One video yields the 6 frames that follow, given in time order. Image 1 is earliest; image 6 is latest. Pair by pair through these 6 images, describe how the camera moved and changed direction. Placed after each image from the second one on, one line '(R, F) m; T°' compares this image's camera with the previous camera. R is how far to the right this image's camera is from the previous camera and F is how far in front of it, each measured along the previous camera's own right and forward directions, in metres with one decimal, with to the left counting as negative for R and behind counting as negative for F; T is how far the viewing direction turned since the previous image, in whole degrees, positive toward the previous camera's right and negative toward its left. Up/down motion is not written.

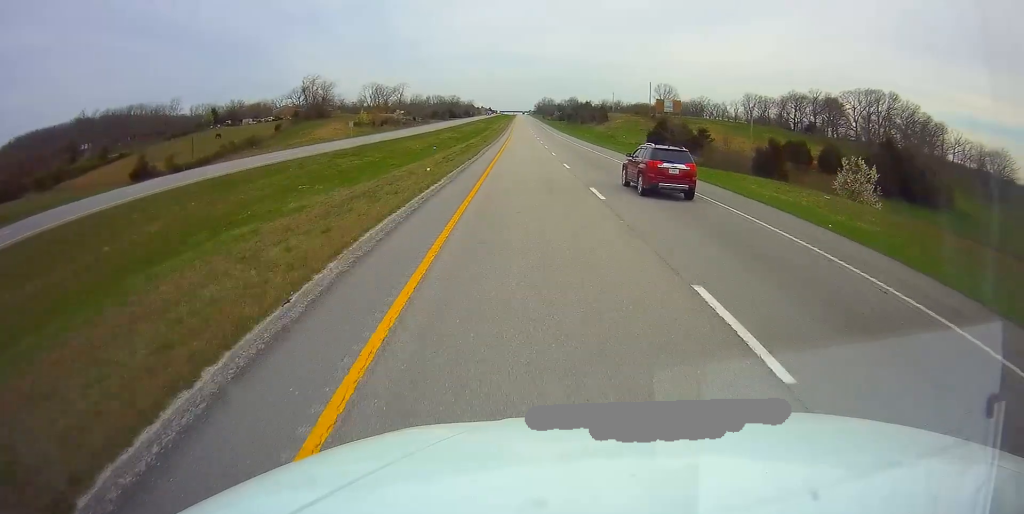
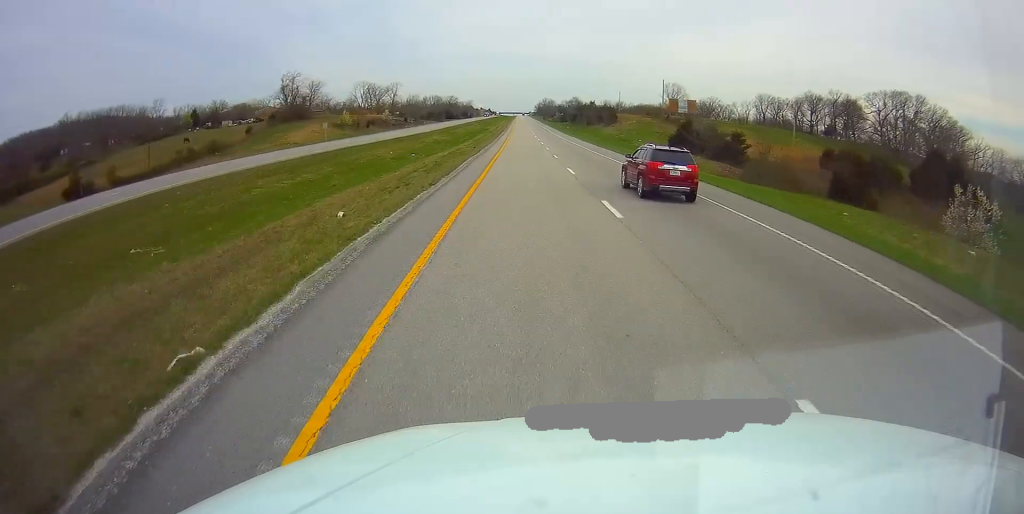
(0.0, +15.6) m; 0°
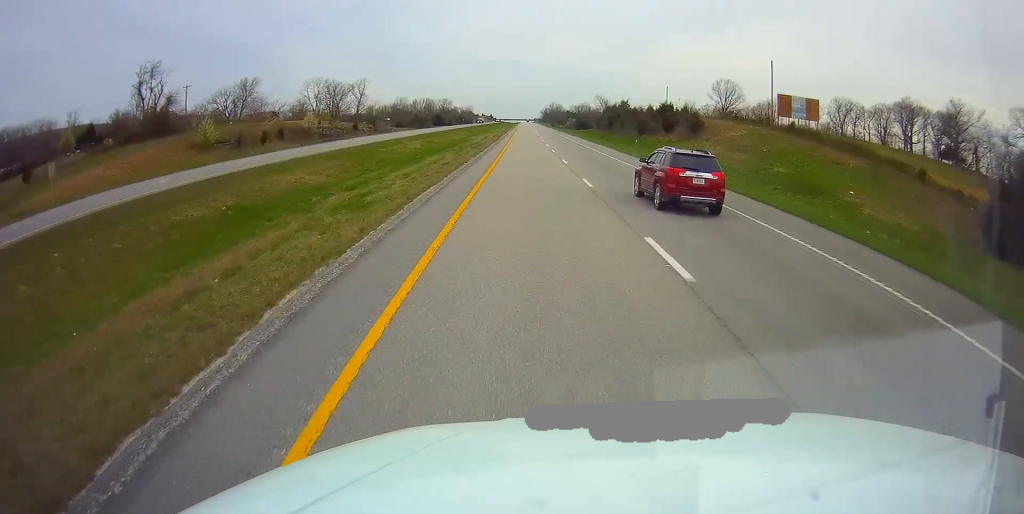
(0.0, +66.4) m; 0°
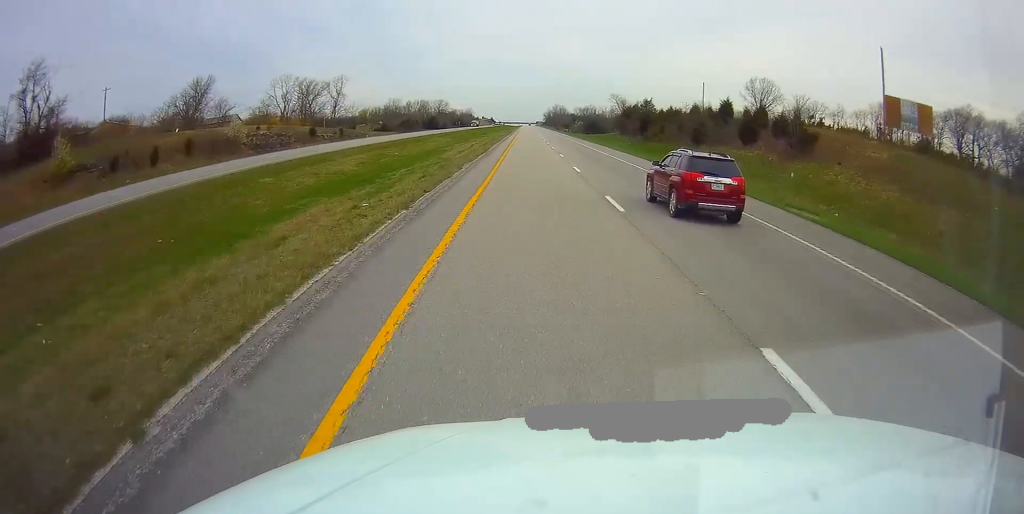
(-0.1, +30.0) m; 0°
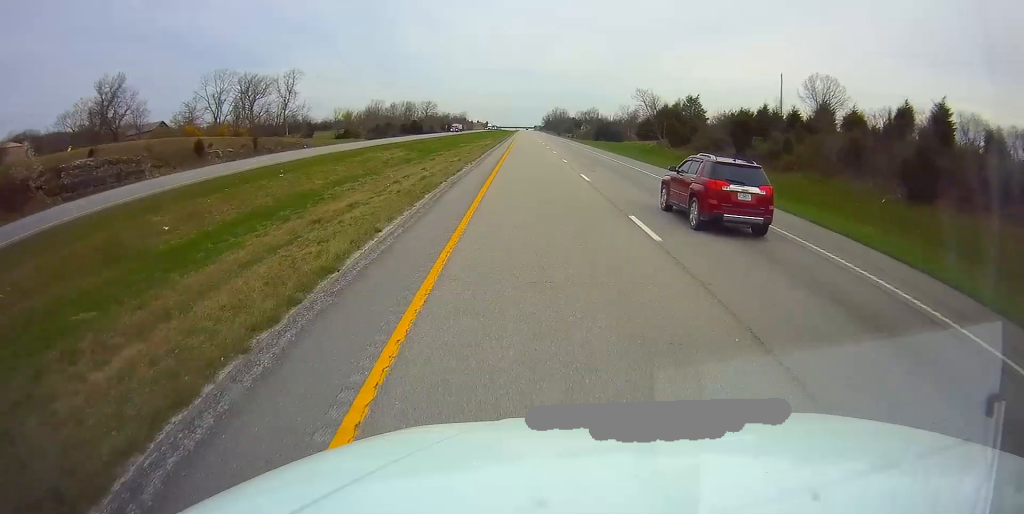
(0.0, +40.2) m; 0°
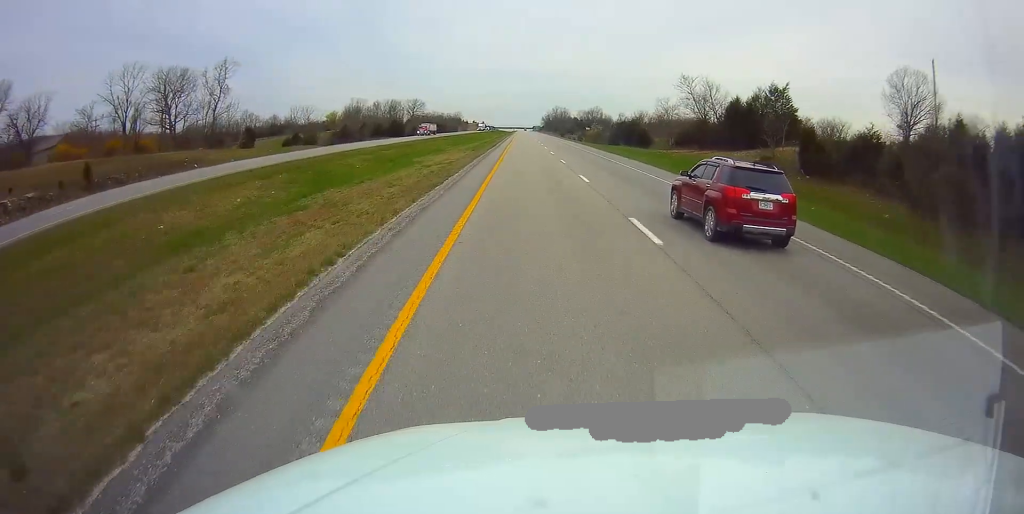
(0.0, +36.9) m; 0°
